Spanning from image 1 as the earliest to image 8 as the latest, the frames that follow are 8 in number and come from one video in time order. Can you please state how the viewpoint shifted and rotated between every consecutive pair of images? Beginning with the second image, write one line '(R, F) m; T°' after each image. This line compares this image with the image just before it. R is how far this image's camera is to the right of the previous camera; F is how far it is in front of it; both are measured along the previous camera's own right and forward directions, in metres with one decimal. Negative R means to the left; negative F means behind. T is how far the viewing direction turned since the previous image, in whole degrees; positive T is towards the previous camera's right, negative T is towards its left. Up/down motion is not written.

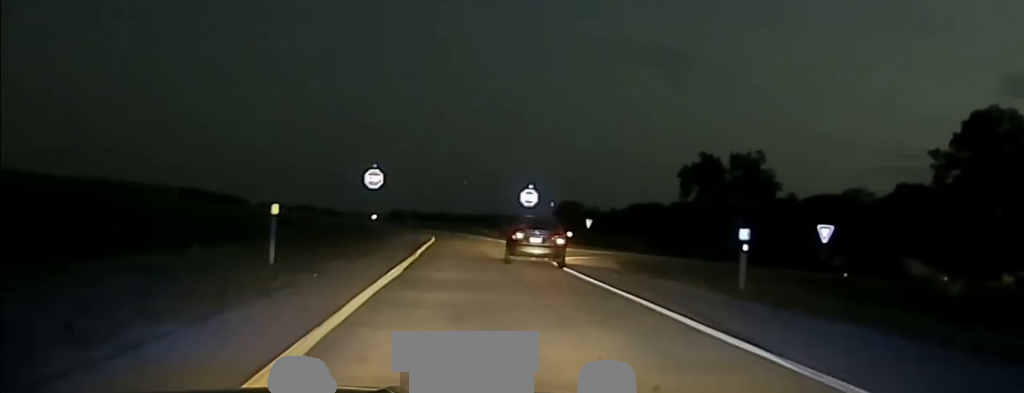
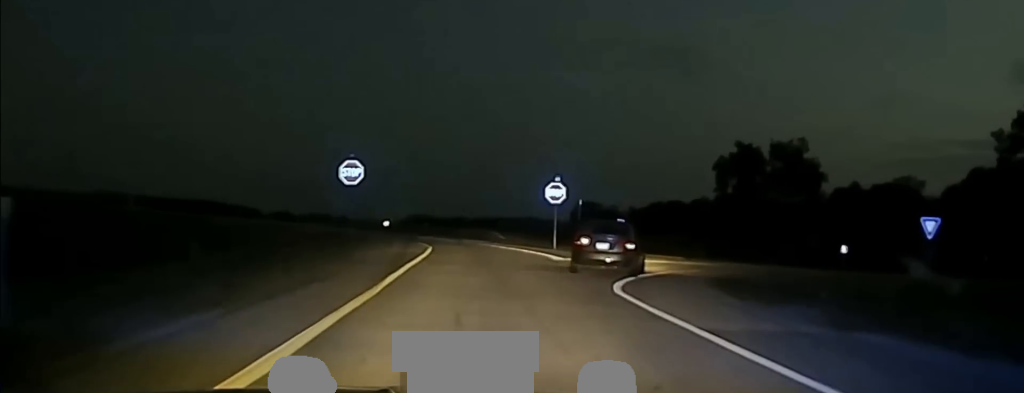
(-0.2, +10.2) m; 0°
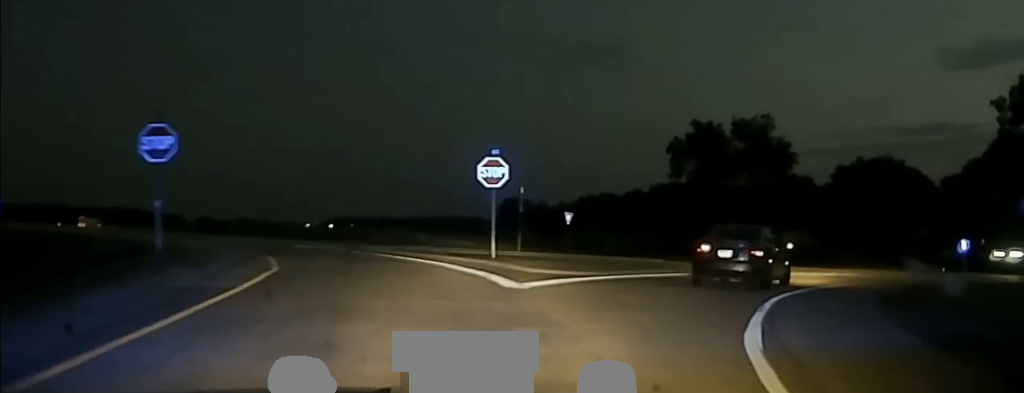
(+1.1, +13.5) m; +9°
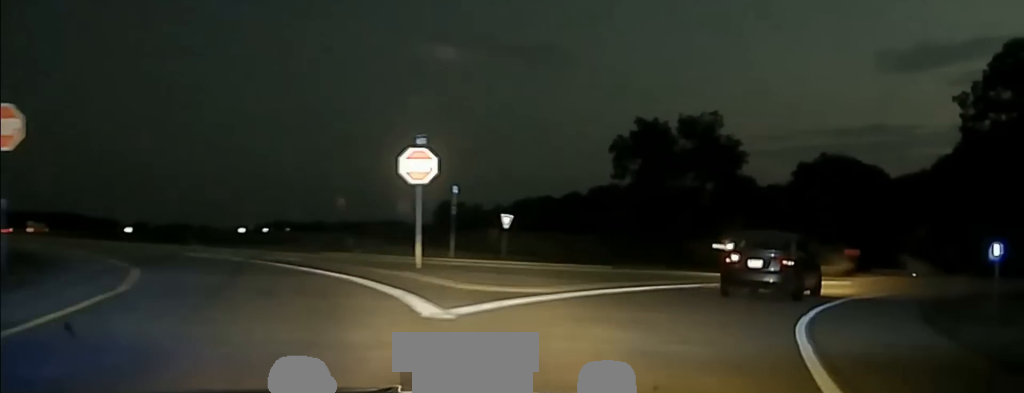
(+0.1, +5.2) m; +3°
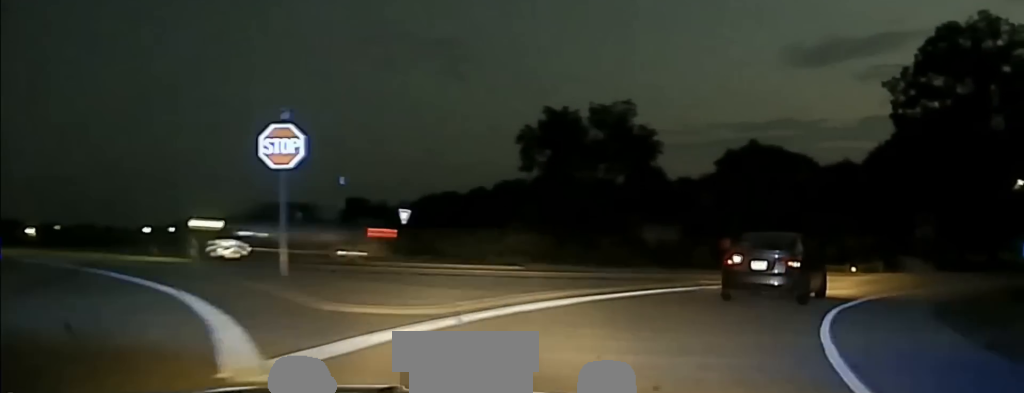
(+0.1, +4.9) m; +5°
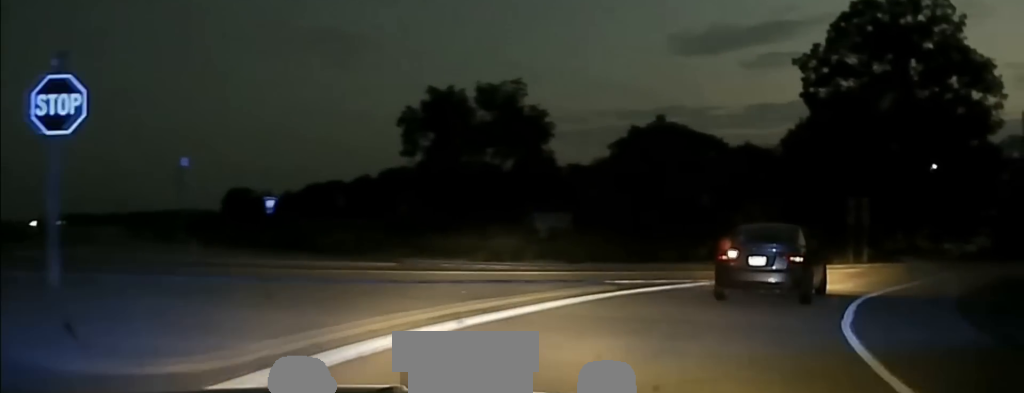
(+0.1, +4.8) m; +9°
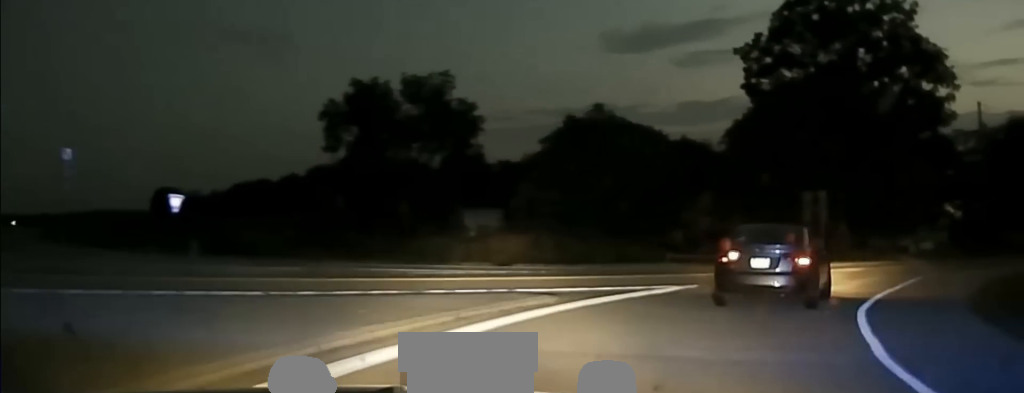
(+0.4, +3.1) m; +4°
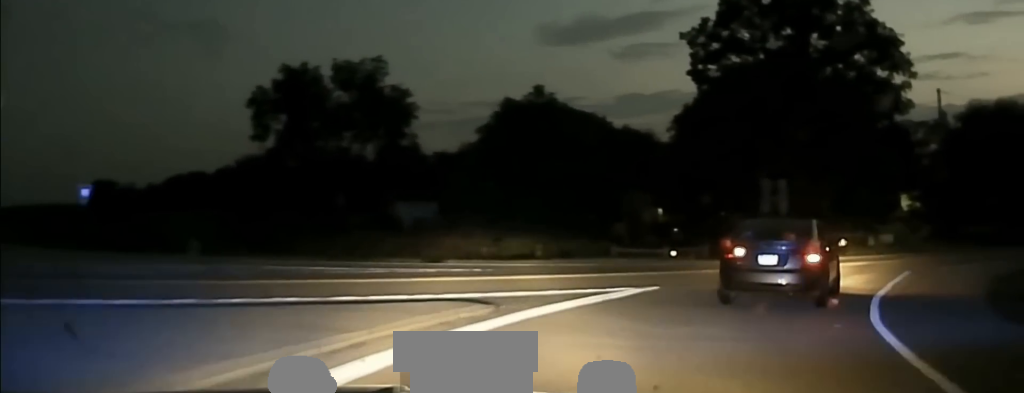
(+0.2, +3.2) m; +4°
